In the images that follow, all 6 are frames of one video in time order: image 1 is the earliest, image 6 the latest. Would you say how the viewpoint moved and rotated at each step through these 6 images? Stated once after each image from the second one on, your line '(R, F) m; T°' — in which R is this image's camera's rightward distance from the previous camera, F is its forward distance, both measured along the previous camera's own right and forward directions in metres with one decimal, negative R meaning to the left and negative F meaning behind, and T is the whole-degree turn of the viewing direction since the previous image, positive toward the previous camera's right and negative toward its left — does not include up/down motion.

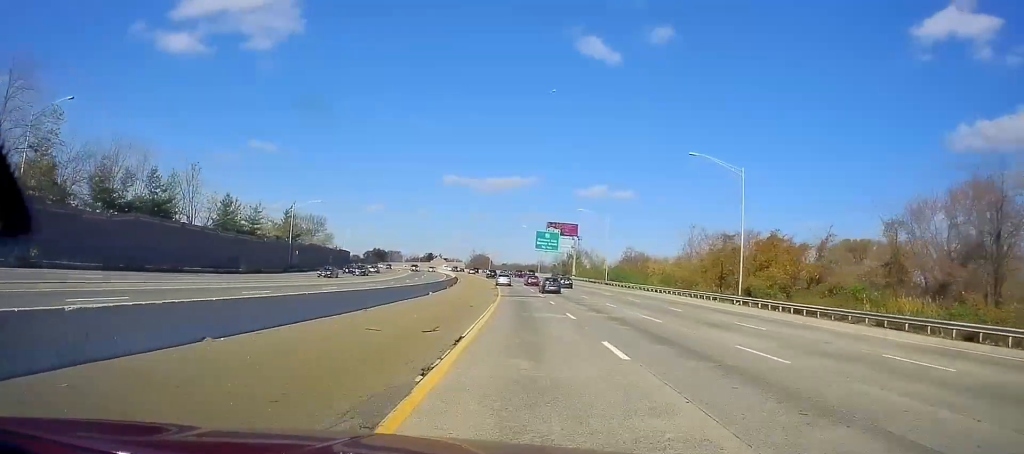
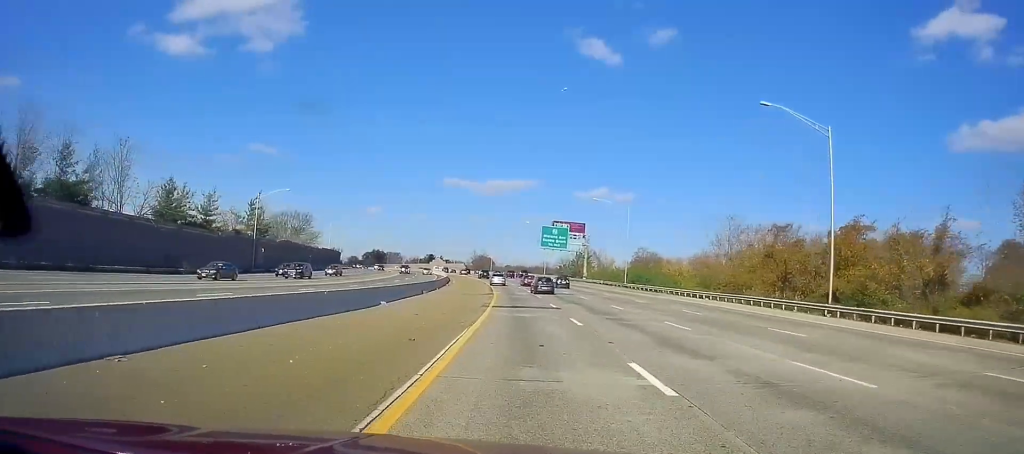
(0.0, +16.4) m; 0°
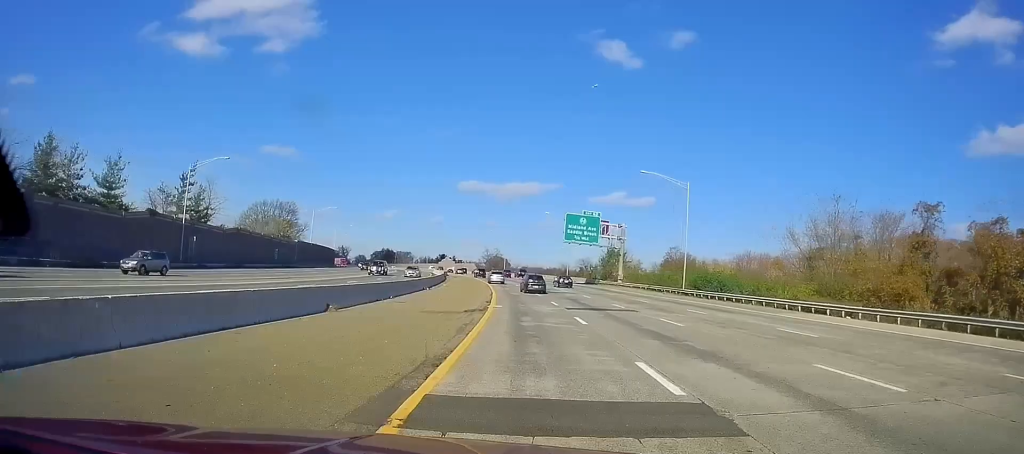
(0.0, +25.0) m; 0°
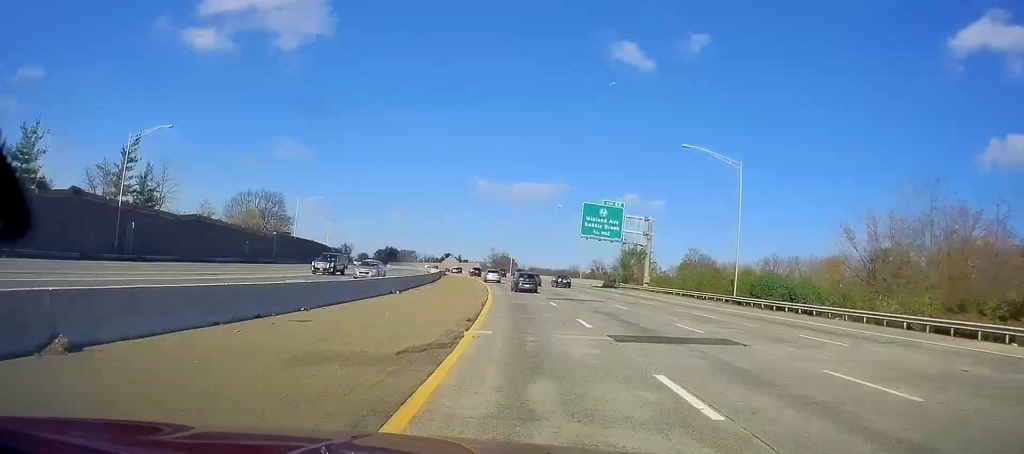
(0.0, +14.0) m; -1°
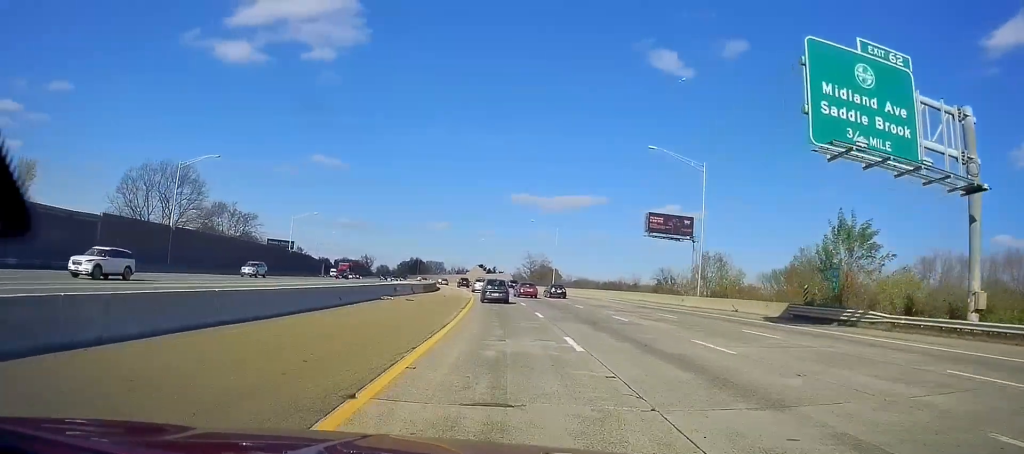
(-1.5, +54.4) m; -4°
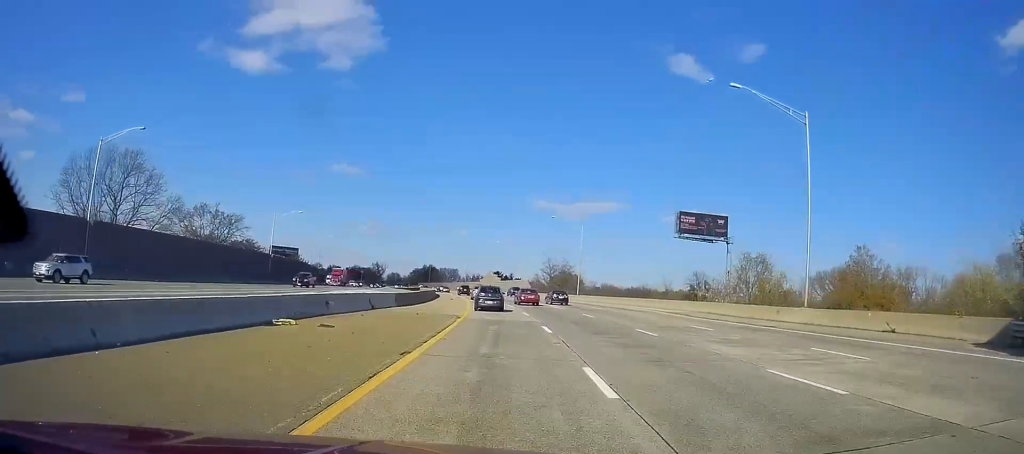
(-0.1, +17.9) m; -1°
